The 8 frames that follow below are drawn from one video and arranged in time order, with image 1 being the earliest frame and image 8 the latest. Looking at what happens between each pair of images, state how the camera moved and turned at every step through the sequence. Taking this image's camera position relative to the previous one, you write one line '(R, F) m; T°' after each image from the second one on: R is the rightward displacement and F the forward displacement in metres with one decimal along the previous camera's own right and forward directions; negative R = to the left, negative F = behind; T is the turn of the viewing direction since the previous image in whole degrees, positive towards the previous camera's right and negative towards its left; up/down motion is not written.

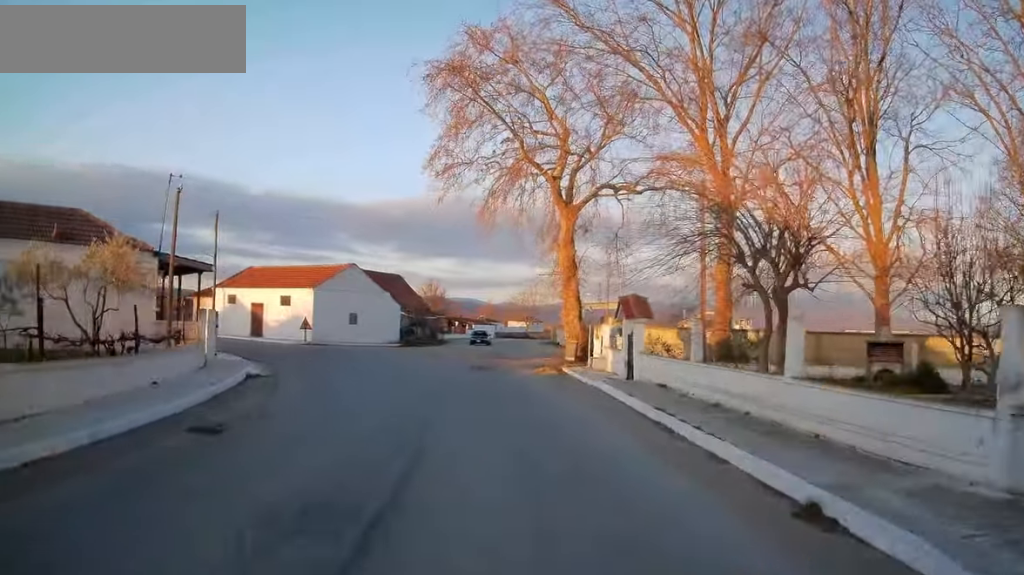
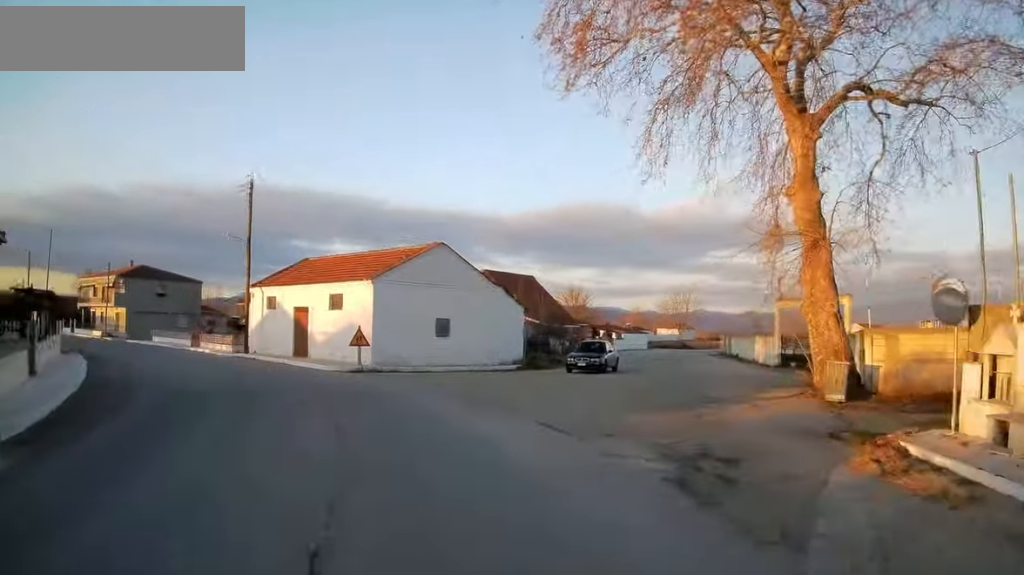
(-1.0, +18.7) m; -8°
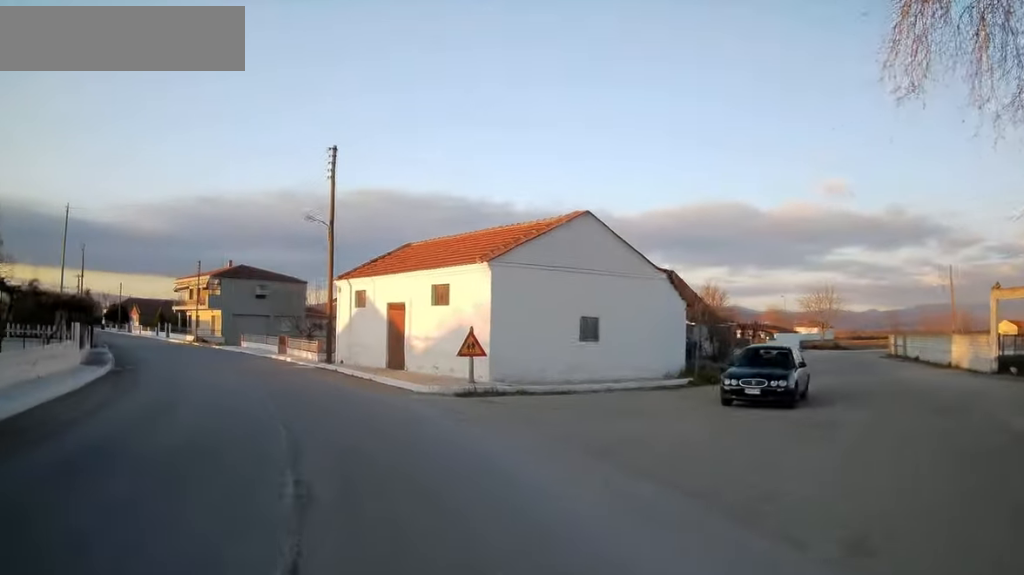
(-0.4, +8.4) m; -9°
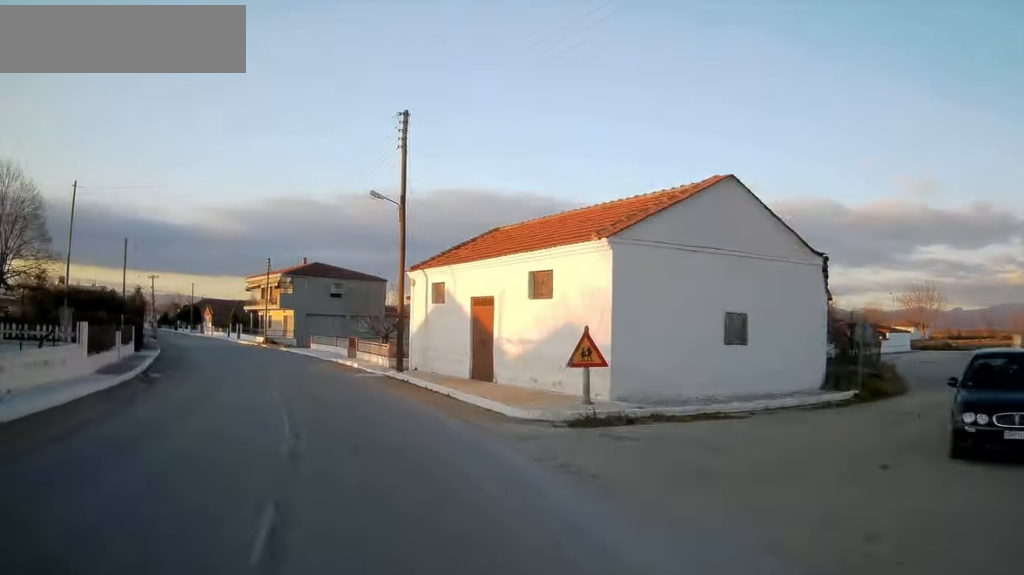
(-0.2, +5.1) m; -9°
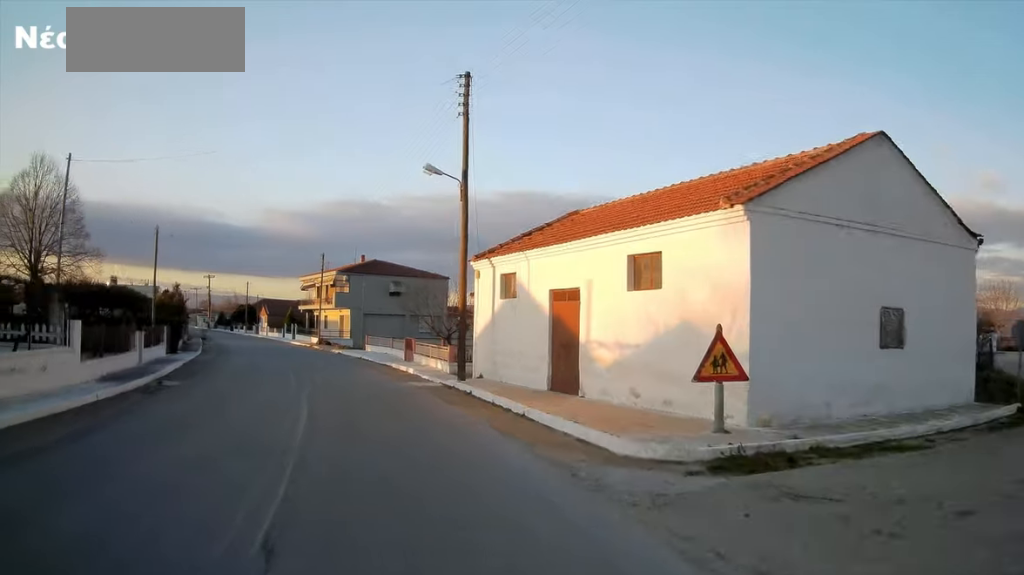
(-0.4, +3.8) m; -5°
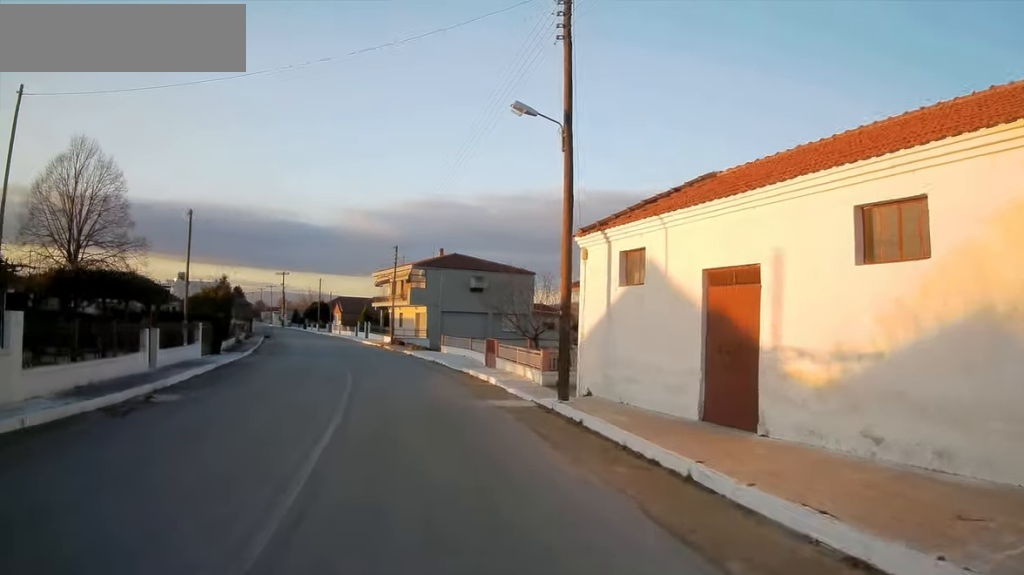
(-0.3, +5.2) m; -6°
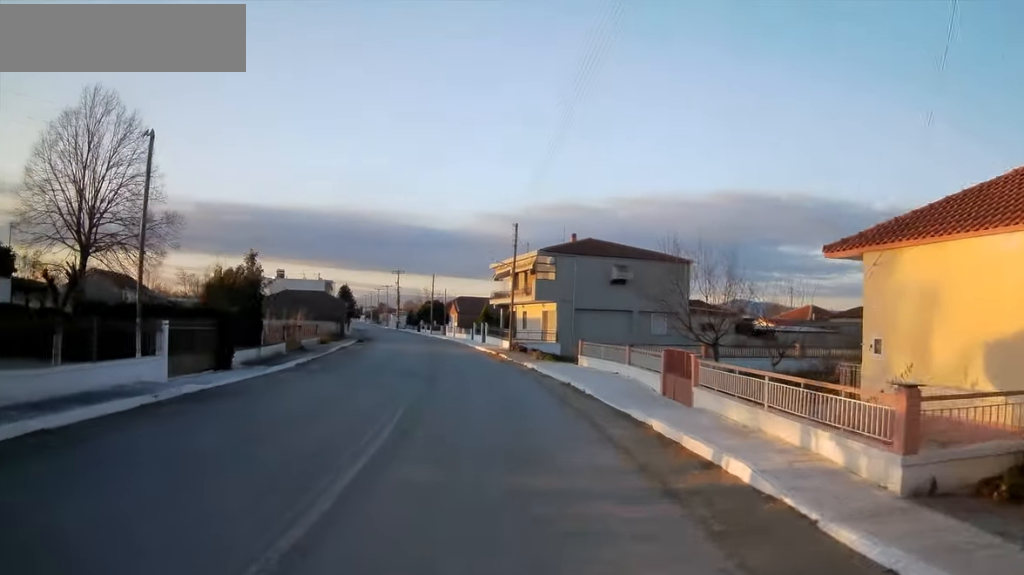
(-0.9, +11.2) m; -11°
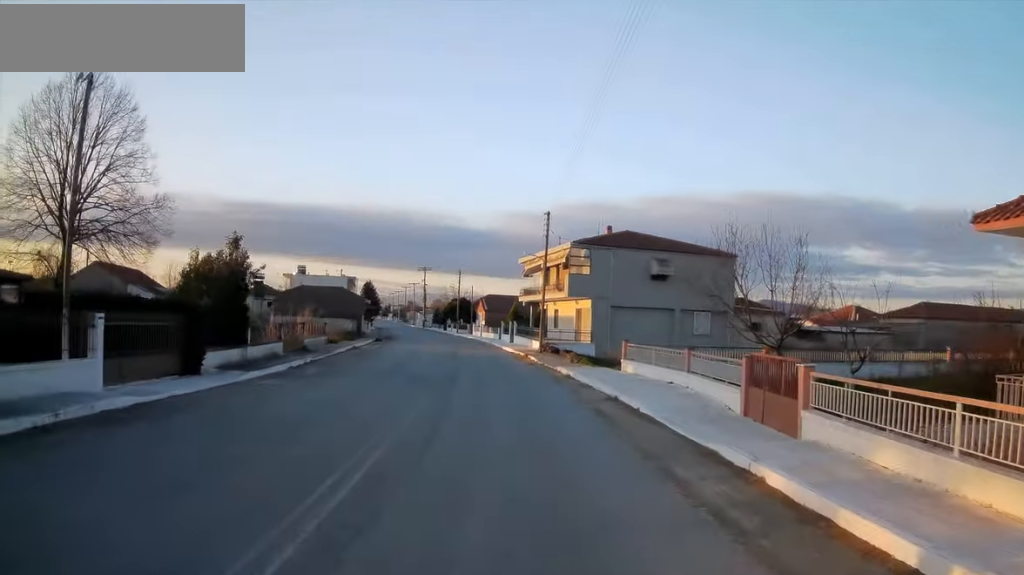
(-0.1, +3.5) m; -4°
